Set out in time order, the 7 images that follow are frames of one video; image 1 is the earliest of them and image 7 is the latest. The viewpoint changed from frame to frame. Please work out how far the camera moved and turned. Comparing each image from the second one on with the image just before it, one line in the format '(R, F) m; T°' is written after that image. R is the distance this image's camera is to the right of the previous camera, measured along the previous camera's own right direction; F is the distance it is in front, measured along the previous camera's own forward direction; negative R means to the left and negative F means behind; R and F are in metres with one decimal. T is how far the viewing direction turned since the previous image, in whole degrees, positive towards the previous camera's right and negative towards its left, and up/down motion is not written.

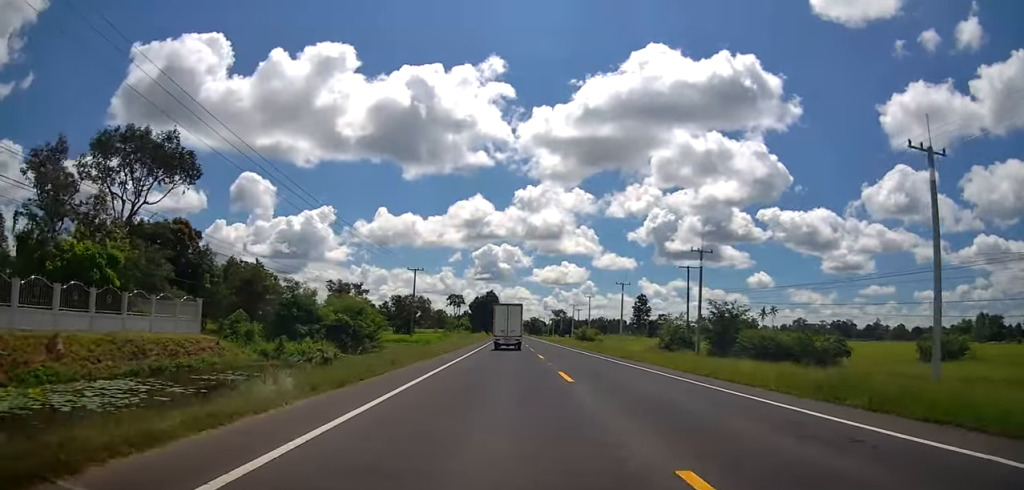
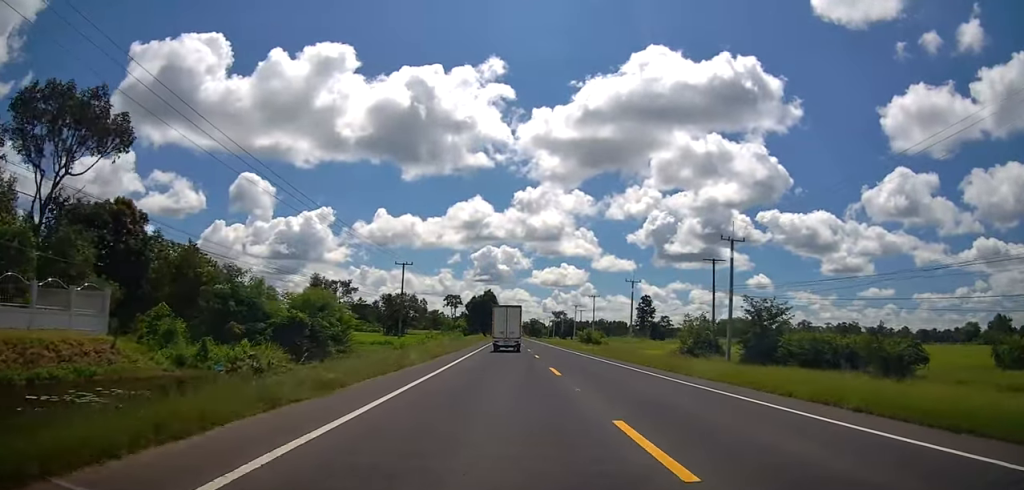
(0.0, +9.1) m; 0°
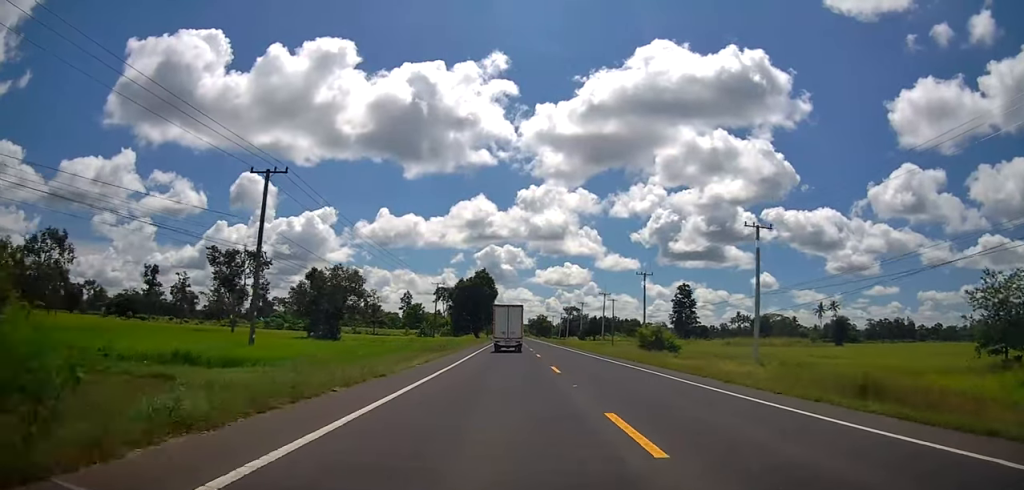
(-1.6, +47.4) m; -2°
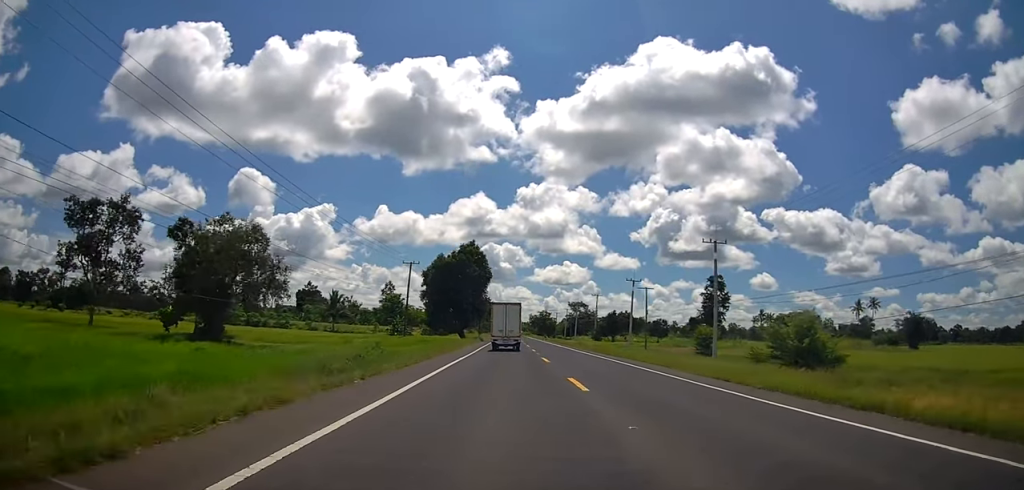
(+1.0, +29.9) m; +2°
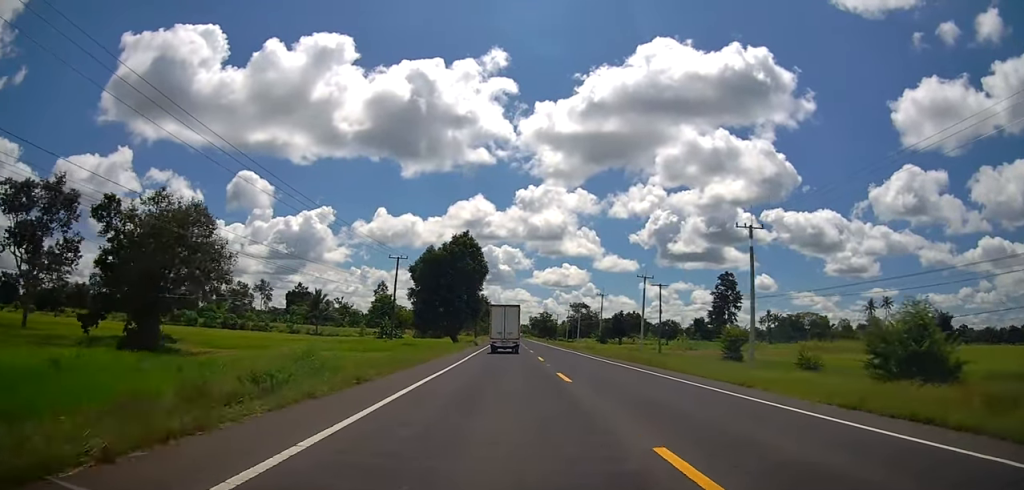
(0.0, +8.8) m; 0°
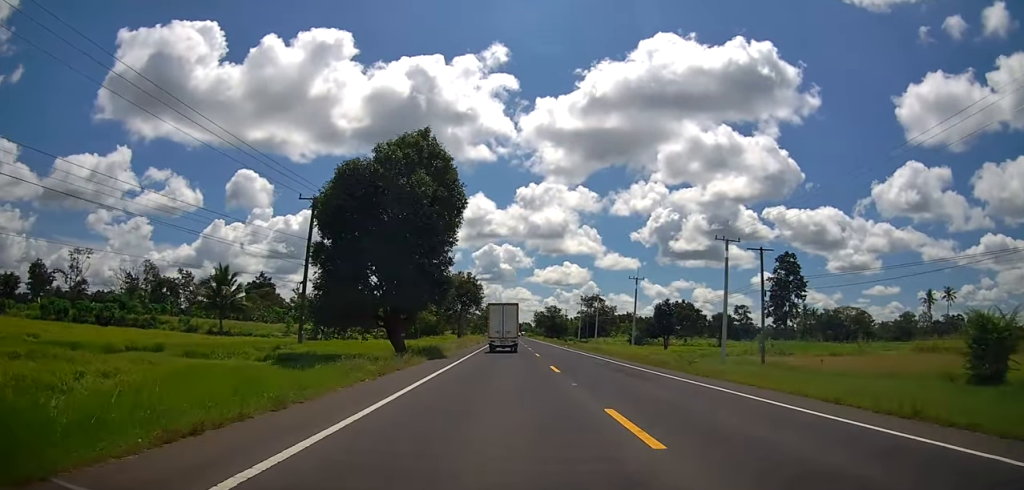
(-0.9, +33.0) m; -2°
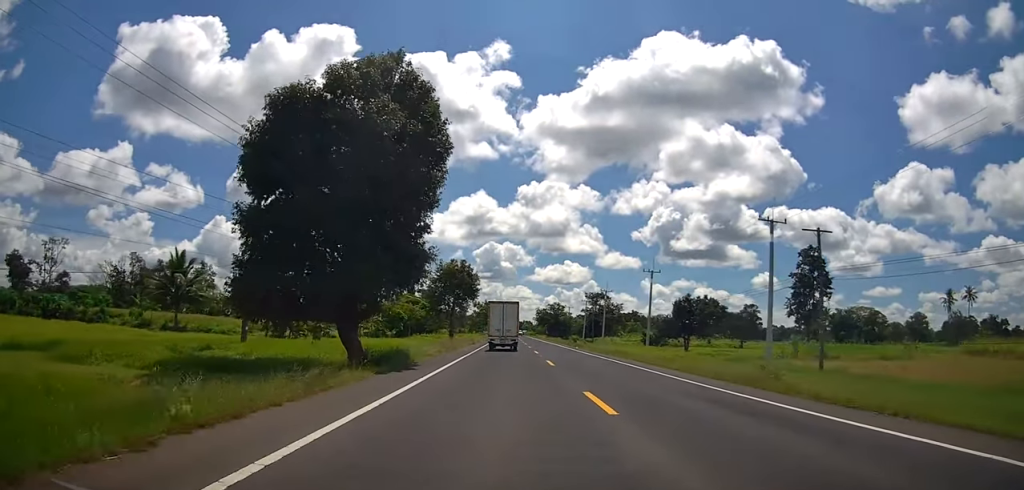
(-0.4, +9.4) m; 0°
